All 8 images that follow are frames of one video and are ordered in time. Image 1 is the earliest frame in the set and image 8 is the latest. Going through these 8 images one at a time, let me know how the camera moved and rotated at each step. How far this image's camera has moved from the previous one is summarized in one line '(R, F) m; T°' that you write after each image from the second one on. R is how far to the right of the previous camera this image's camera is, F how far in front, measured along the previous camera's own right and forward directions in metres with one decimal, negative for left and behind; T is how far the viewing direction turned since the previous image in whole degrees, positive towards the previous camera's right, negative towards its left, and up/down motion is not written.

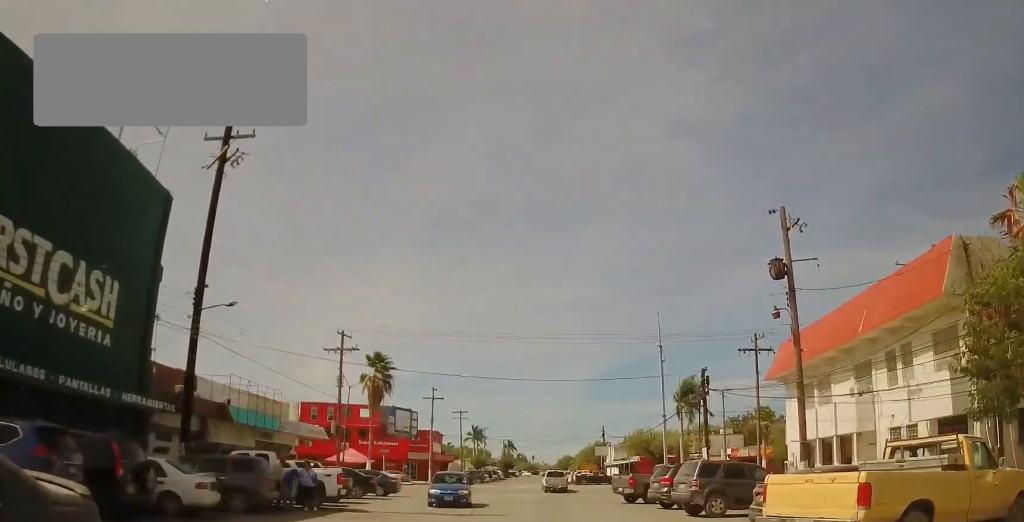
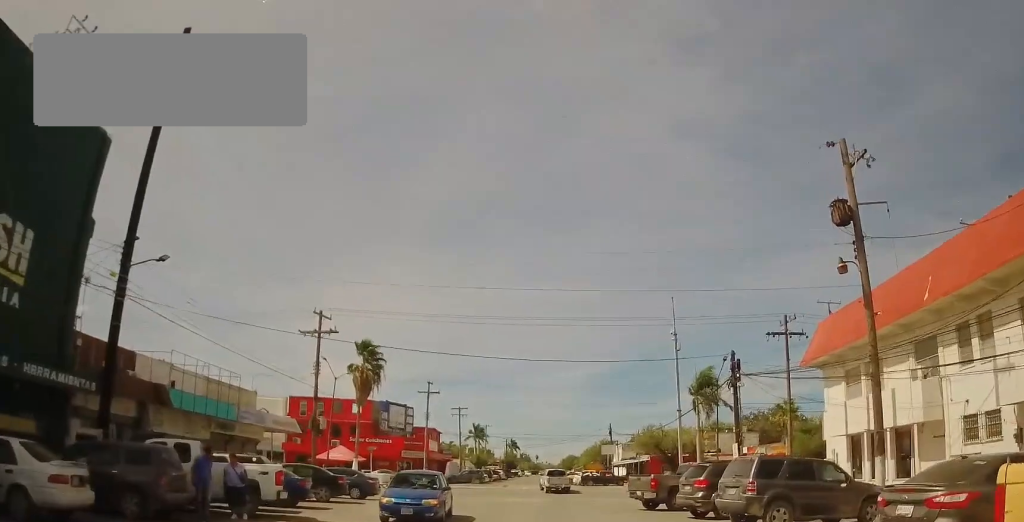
(0.0, +4.9) m; 0°
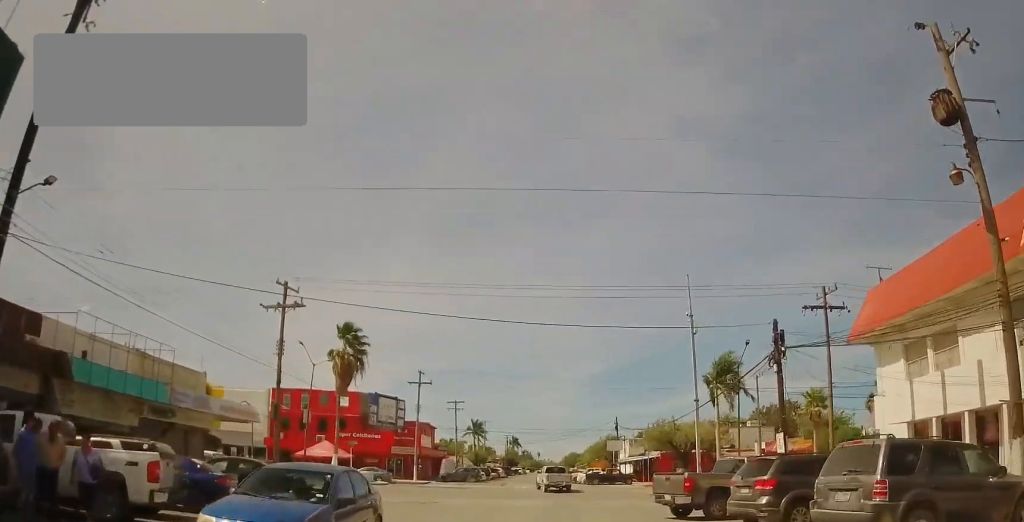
(0.0, +5.6) m; 0°
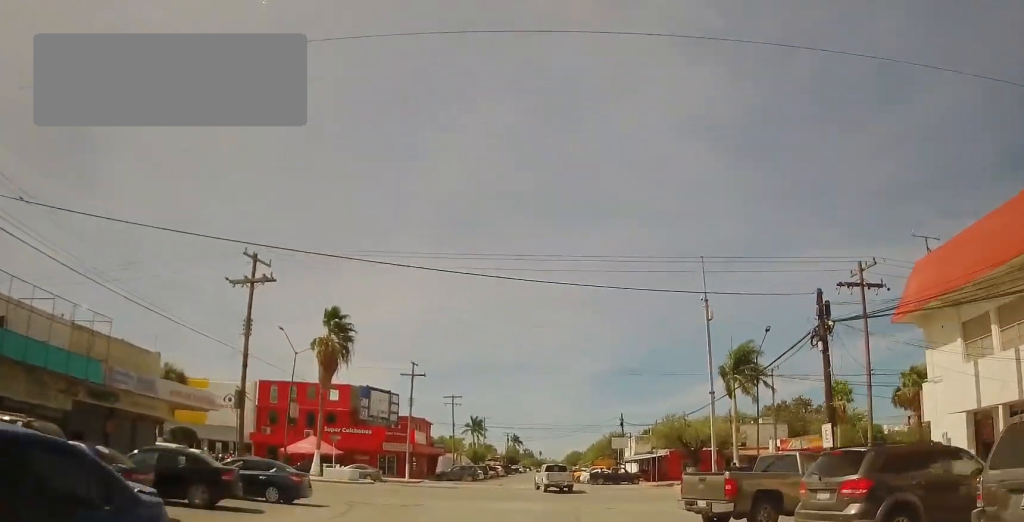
(0.0, +4.1) m; 0°
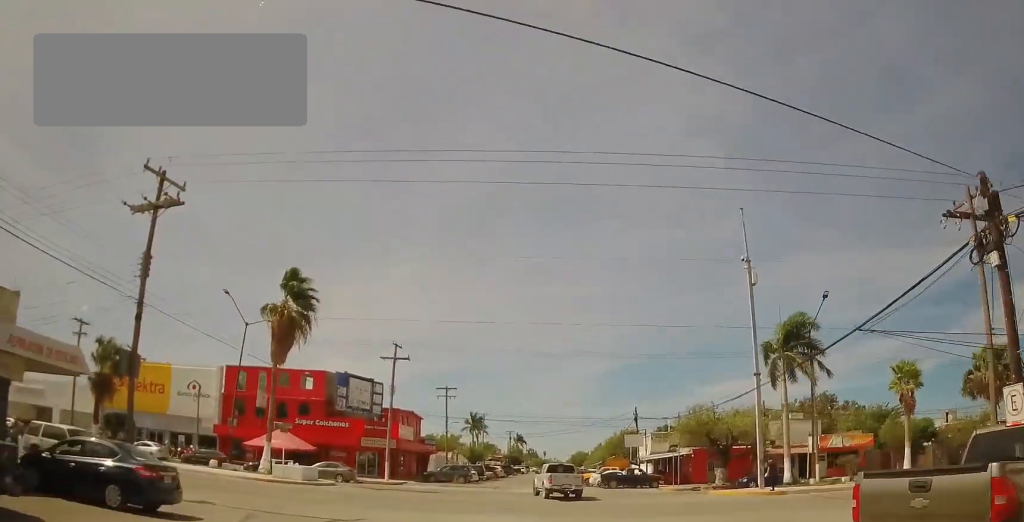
(0.0, +9.2) m; 0°
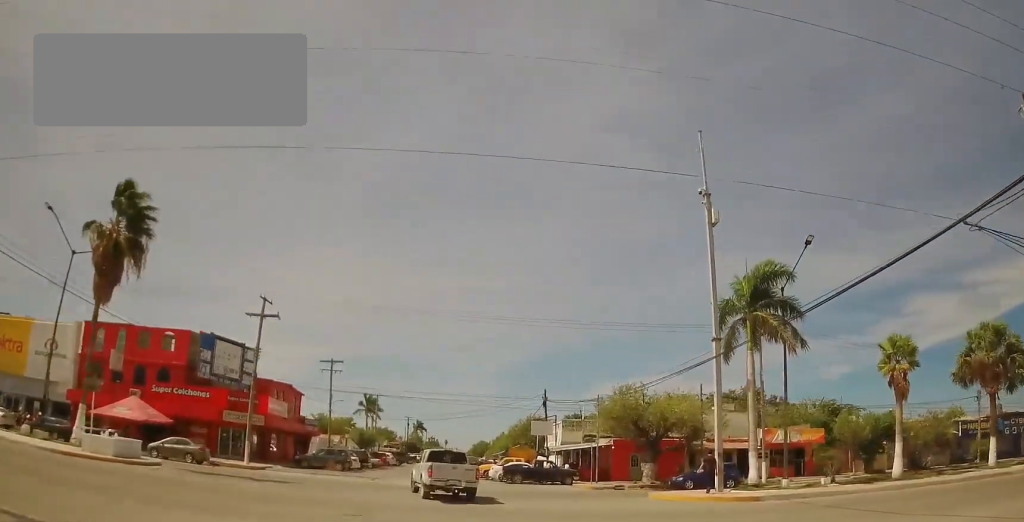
(0.0, +9.9) m; +2°
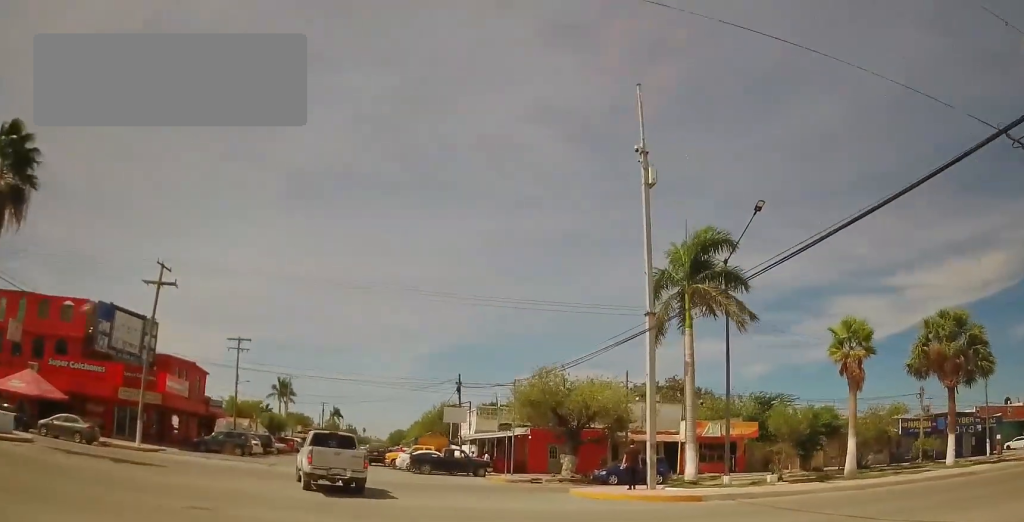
(+0.1, +3.9) m; +9°
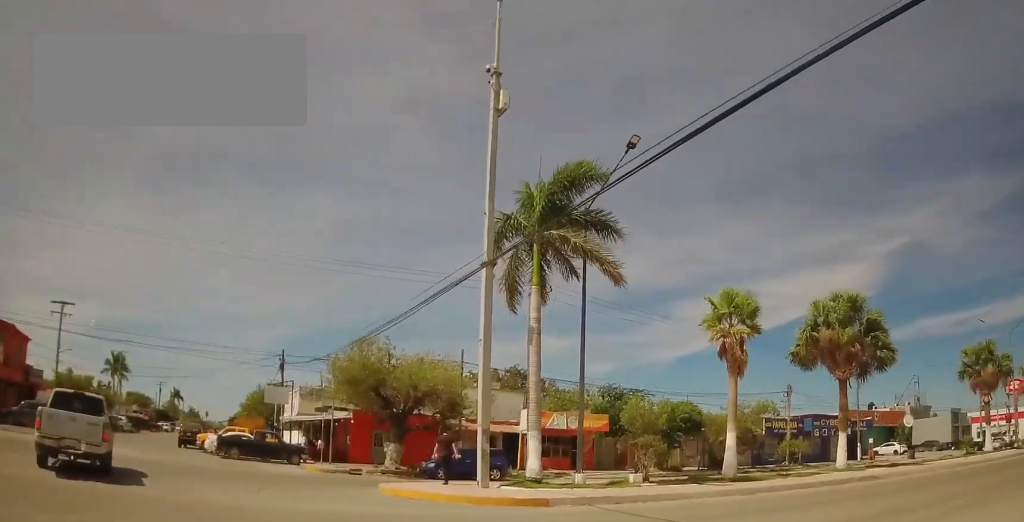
(+1.1, +5.7) m; +24°
